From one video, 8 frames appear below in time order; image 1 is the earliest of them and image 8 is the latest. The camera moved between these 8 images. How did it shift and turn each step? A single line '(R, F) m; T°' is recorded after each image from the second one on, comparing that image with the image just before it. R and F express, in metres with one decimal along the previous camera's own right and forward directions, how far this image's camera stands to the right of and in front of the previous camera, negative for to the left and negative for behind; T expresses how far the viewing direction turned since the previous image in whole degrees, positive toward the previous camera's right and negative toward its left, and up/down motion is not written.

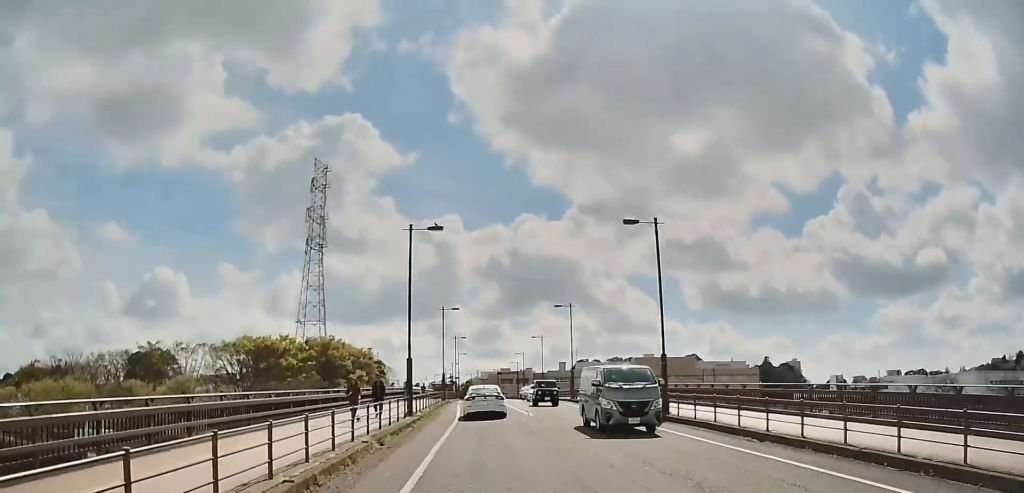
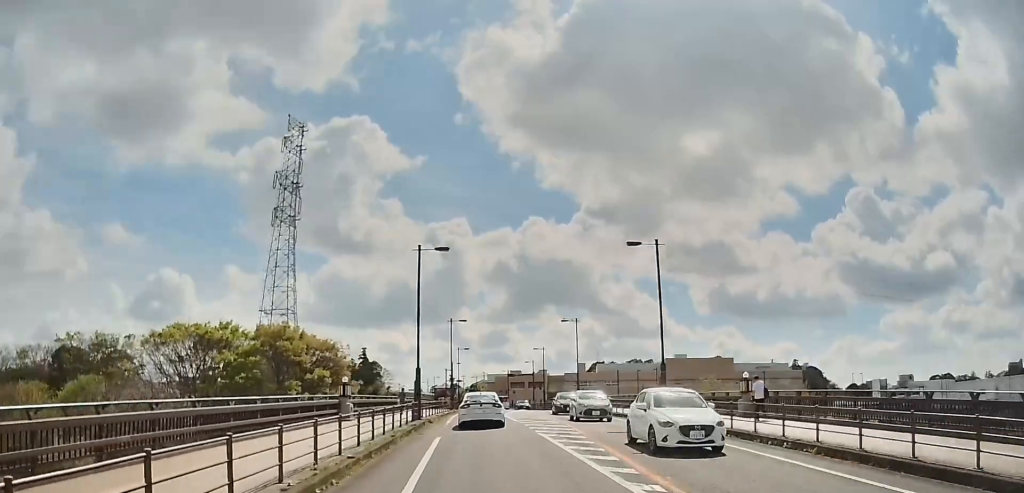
(+0.2, +15.0) m; +1°
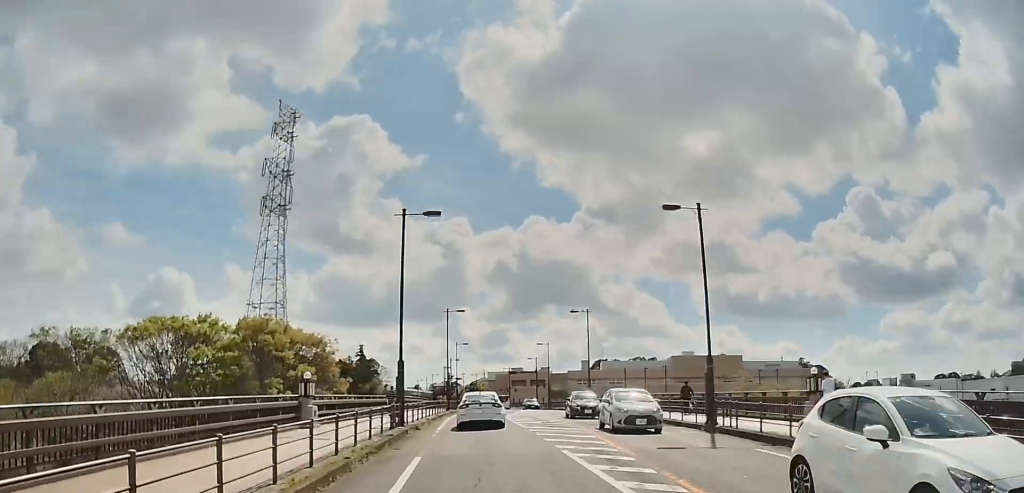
(0.0, +3.5) m; 0°
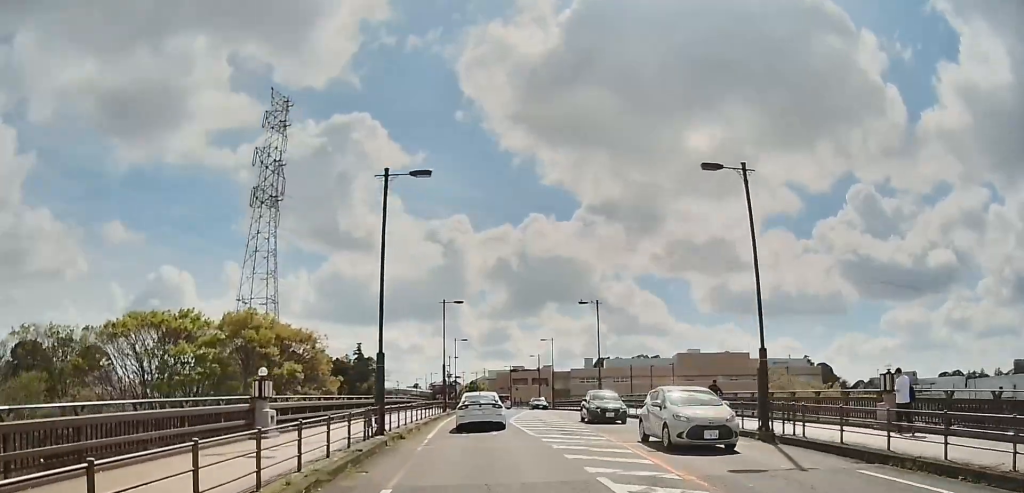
(0.0, +2.7) m; 0°
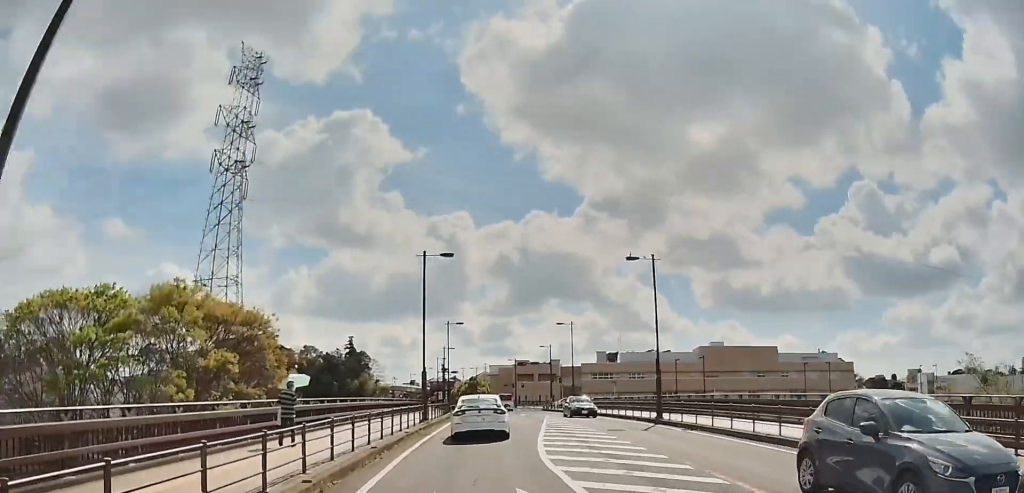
(0.0, +9.5) m; -1°
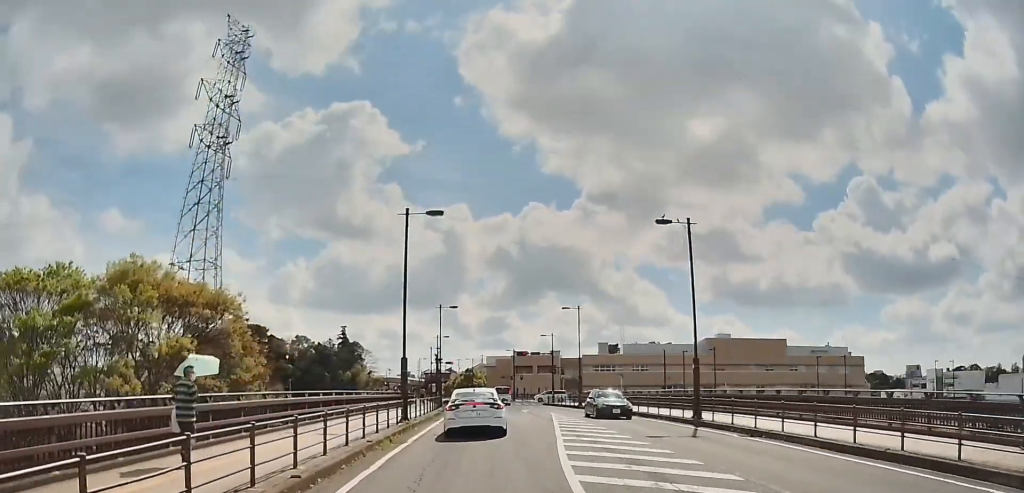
(0.0, +4.0) m; -1°
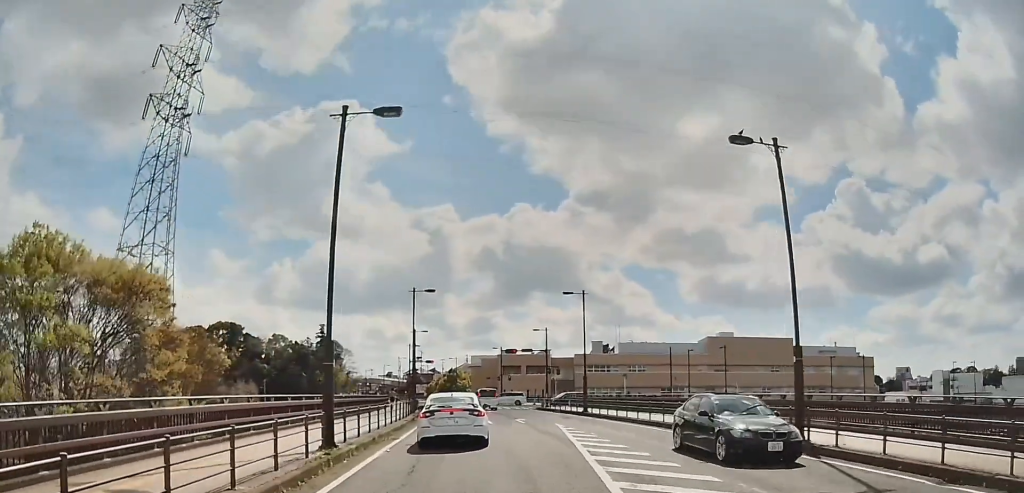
(-0.1, +6.2) m; -1°
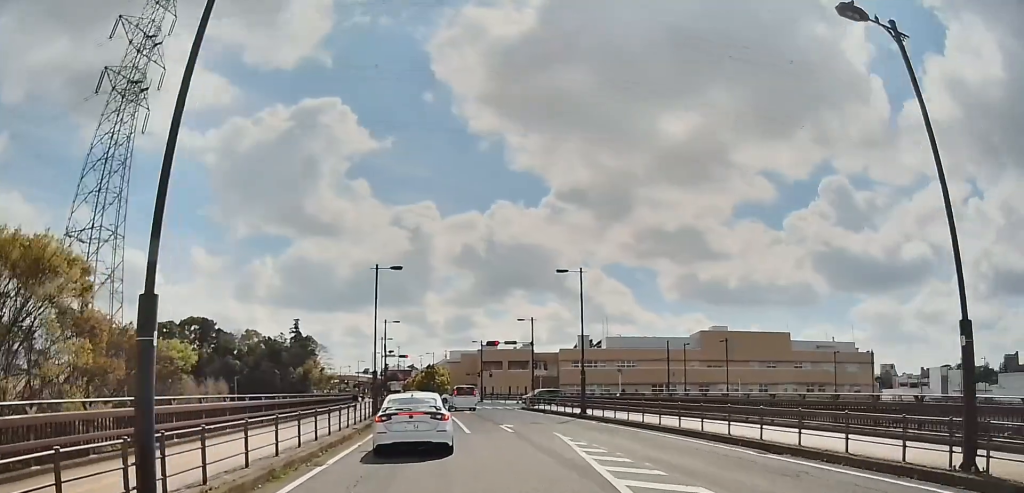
(0.0, +4.4) m; -2°
